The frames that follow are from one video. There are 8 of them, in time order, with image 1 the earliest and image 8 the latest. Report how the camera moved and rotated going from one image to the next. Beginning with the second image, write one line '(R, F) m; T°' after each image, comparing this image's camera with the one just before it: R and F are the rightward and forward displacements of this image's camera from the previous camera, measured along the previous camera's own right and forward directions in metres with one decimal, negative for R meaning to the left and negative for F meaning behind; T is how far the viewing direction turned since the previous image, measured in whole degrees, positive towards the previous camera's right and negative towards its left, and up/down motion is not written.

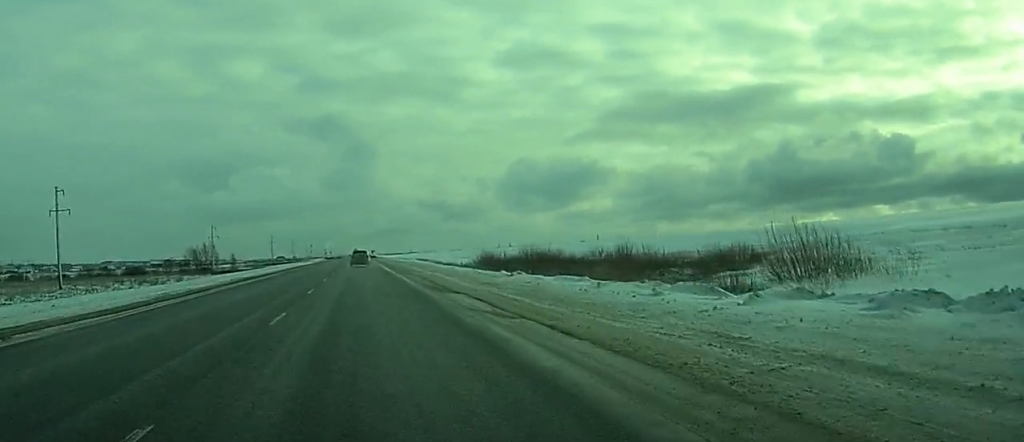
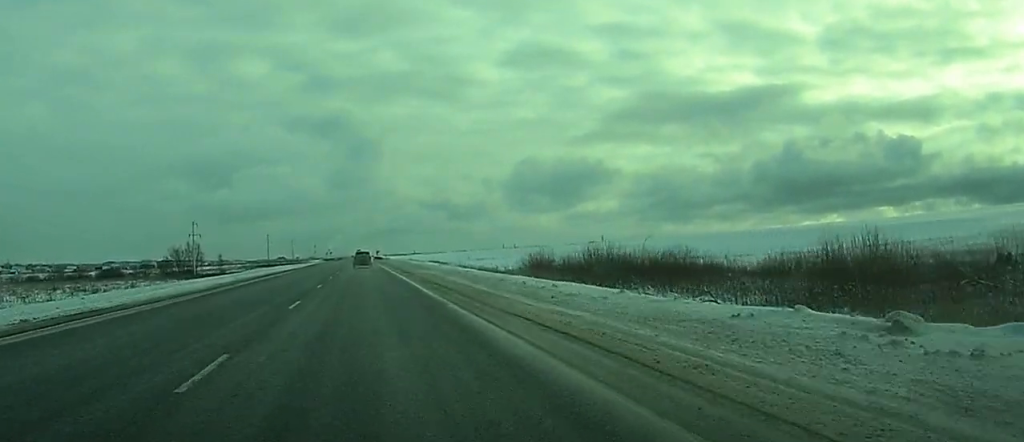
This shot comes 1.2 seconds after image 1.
(+0.2, +31.5) m; 0°
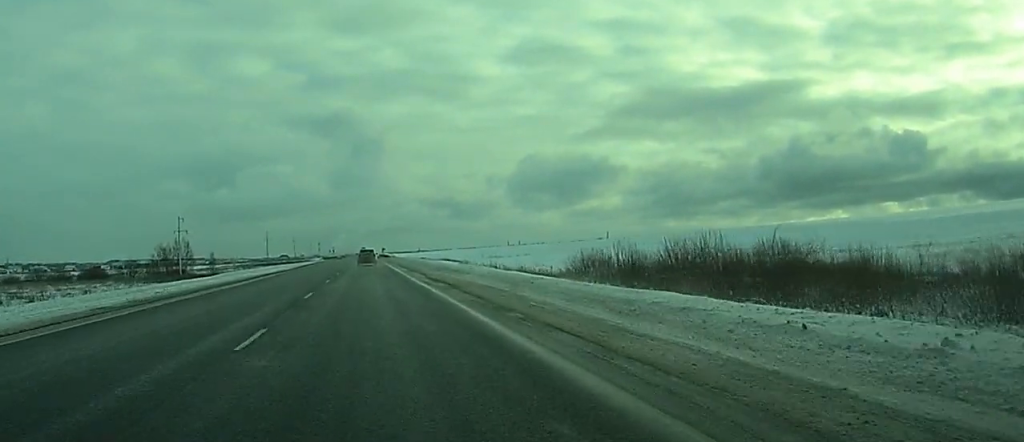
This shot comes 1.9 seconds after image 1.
(0.0, +20.7) m; 0°
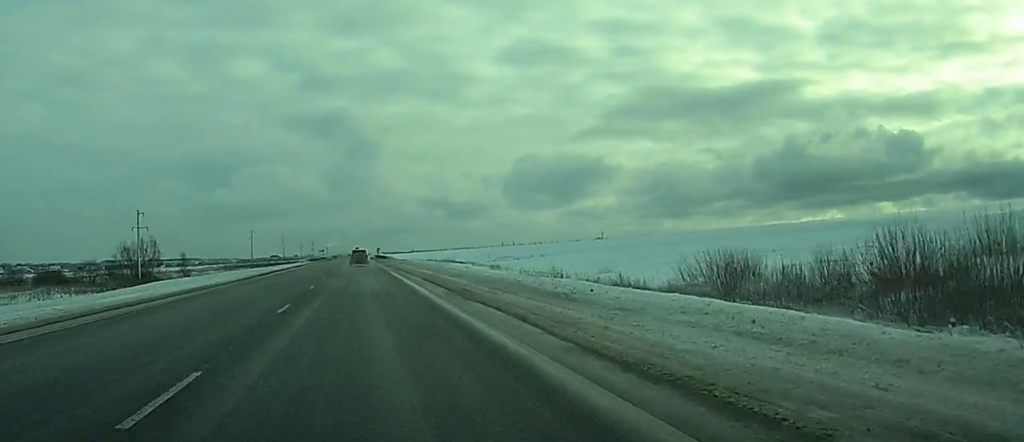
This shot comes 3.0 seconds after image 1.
(-0.1, +28.7) m; 0°
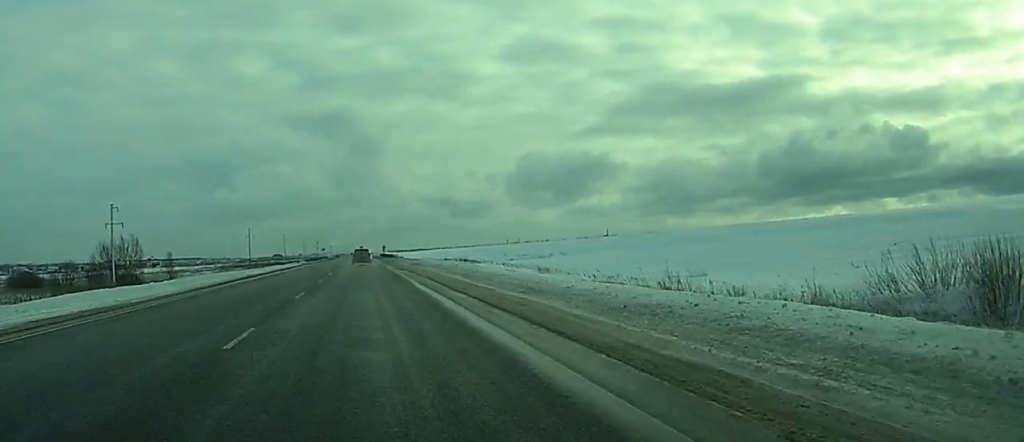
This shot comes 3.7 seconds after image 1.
(+0.1, +18.9) m; 0°
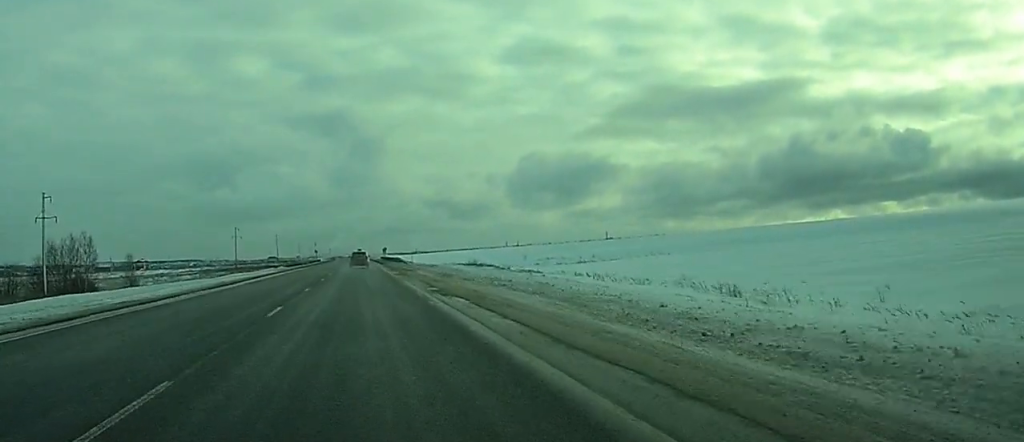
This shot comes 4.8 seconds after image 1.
(0.0, +29.6) m; 0°
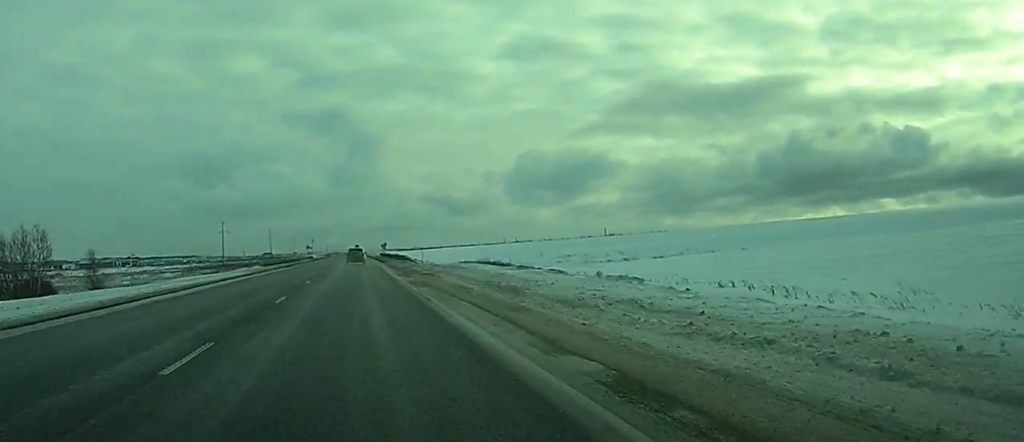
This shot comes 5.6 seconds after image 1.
(0.0, +20.6) m; 0°
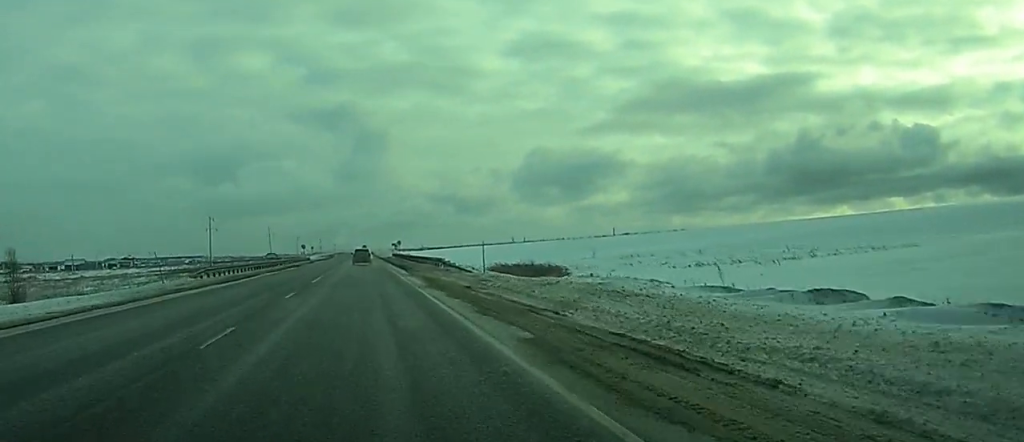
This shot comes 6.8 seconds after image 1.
(-0.1, +33.9) m; 0°
